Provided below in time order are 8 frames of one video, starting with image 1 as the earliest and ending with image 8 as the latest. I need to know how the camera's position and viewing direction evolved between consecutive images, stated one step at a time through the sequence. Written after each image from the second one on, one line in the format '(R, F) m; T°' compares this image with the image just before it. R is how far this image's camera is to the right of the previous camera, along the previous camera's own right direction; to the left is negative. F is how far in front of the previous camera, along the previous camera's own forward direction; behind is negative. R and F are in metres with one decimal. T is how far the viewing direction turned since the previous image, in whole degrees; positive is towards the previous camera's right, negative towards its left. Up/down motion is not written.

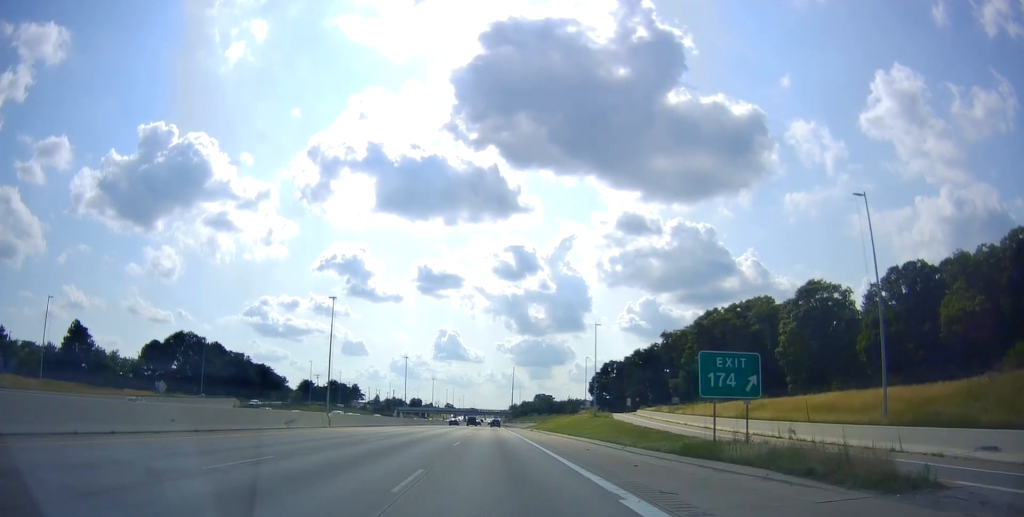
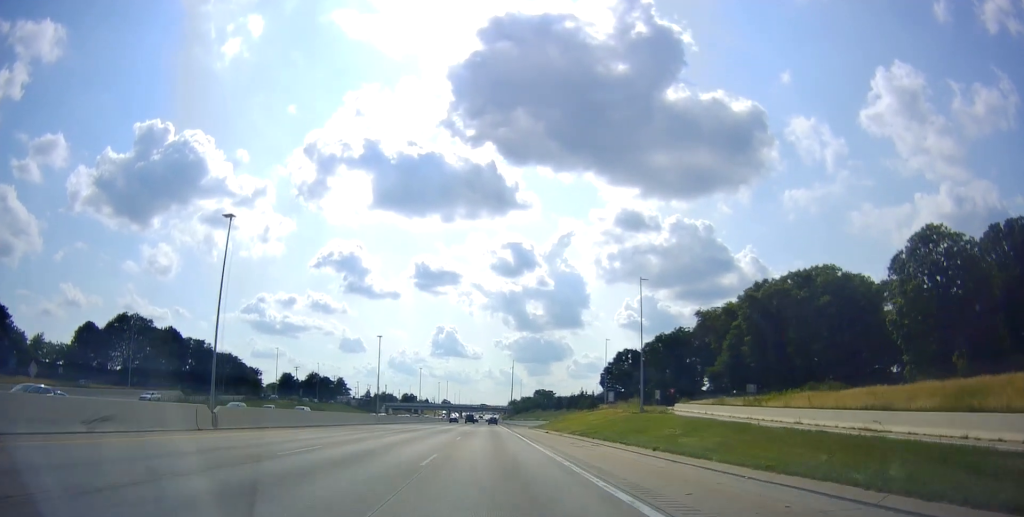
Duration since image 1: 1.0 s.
(0.0, +25.9) m; 0°
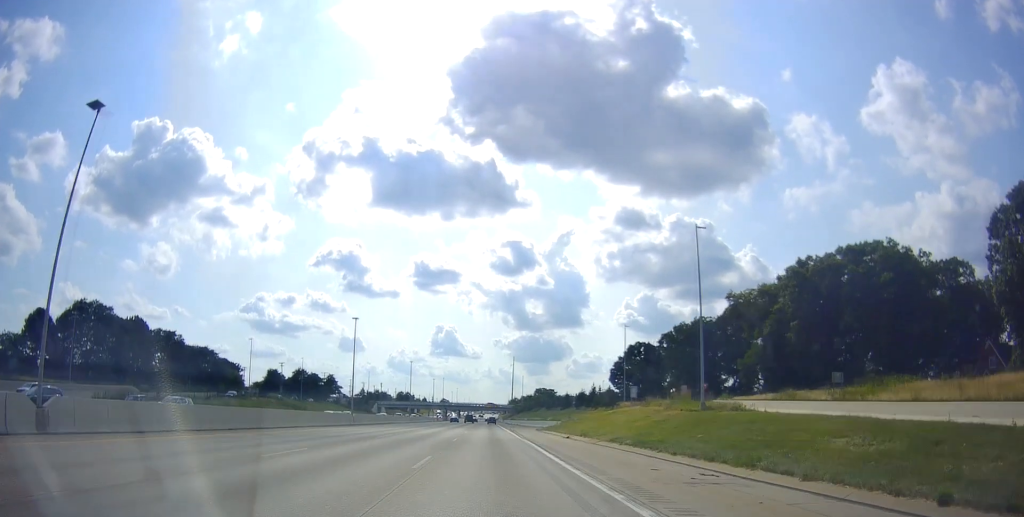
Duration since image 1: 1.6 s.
(0.0, +16.1) m; 0°
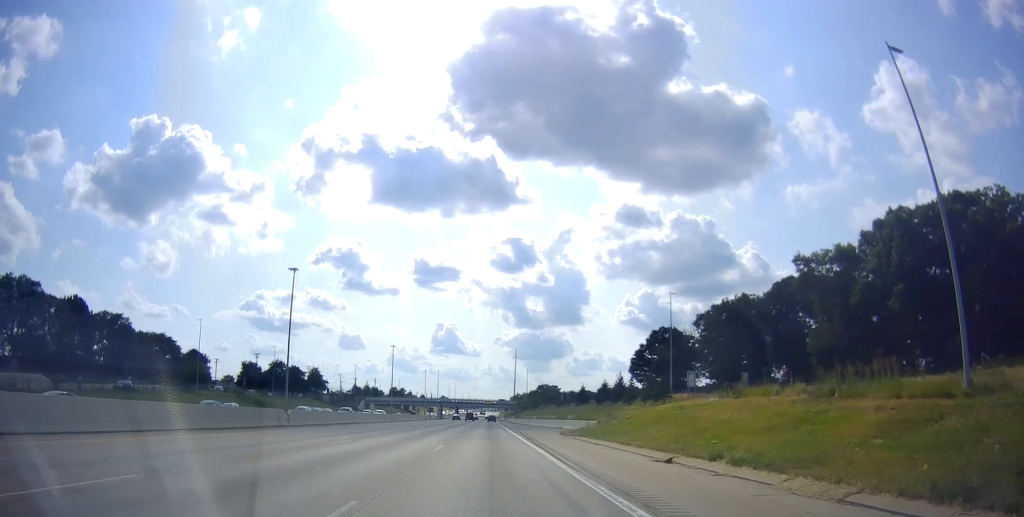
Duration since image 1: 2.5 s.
(0.0, +24.2) m; +1°
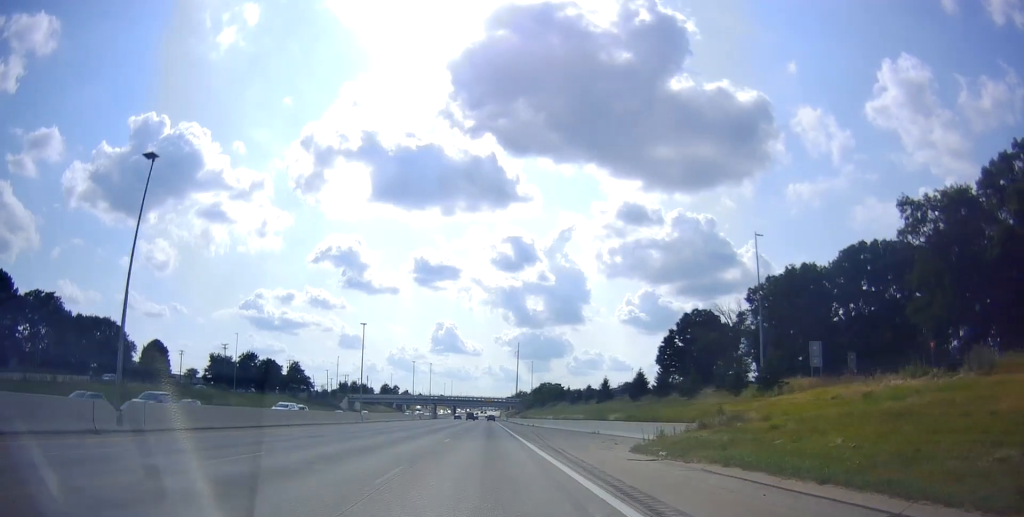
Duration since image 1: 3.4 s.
(+0.3, +24.5) m; 0°
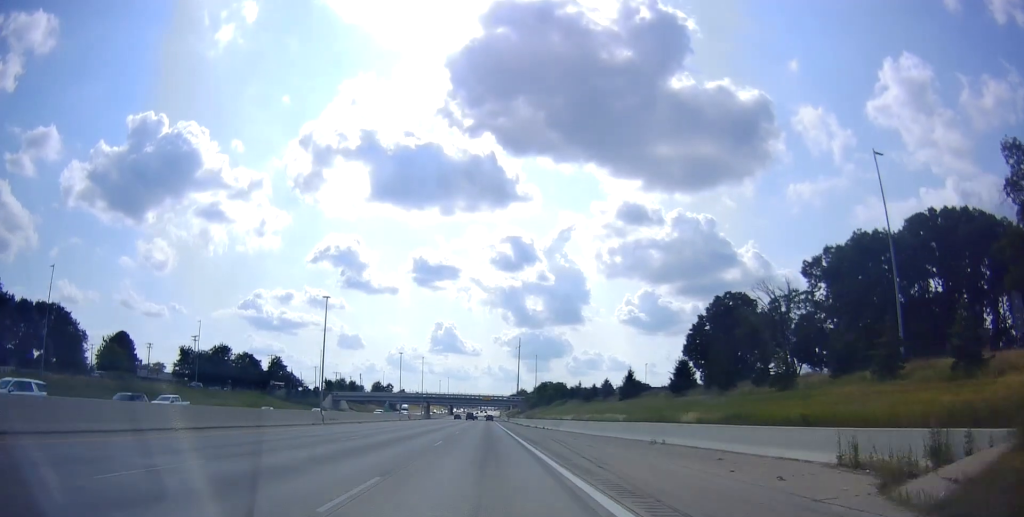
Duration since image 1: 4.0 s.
(+0.1, +18.5) m; -1°
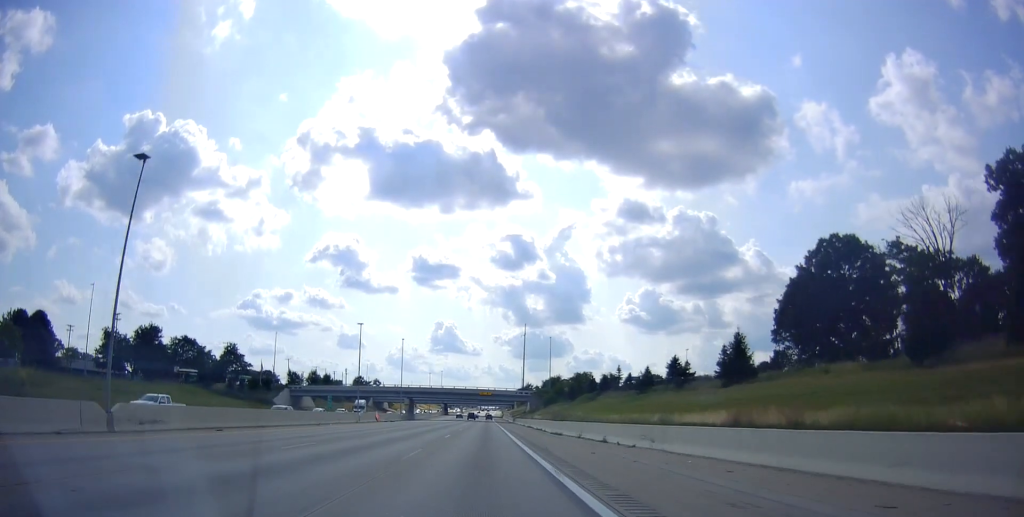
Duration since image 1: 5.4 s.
(-1.0, +37.4) m; -2°
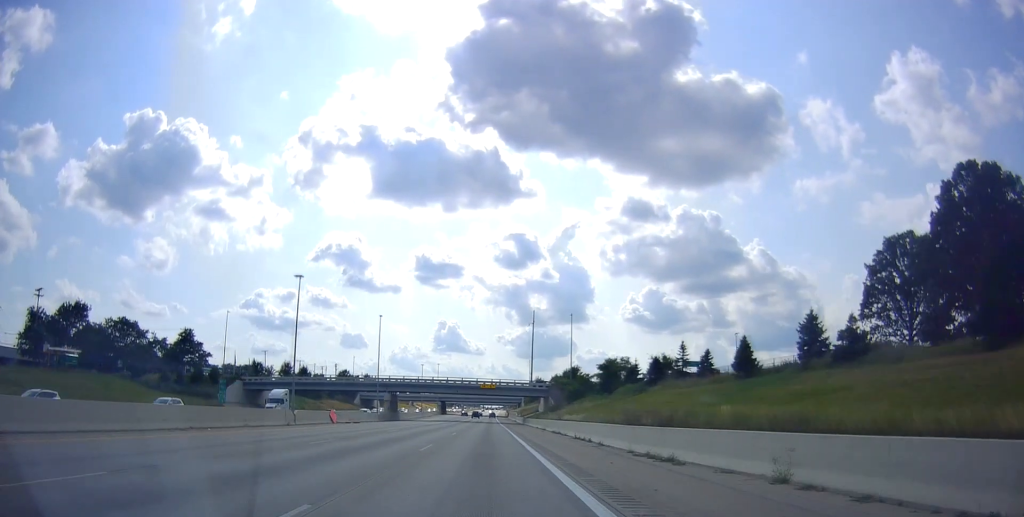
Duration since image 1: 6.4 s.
(+0.1, +28.1) m; +1°
